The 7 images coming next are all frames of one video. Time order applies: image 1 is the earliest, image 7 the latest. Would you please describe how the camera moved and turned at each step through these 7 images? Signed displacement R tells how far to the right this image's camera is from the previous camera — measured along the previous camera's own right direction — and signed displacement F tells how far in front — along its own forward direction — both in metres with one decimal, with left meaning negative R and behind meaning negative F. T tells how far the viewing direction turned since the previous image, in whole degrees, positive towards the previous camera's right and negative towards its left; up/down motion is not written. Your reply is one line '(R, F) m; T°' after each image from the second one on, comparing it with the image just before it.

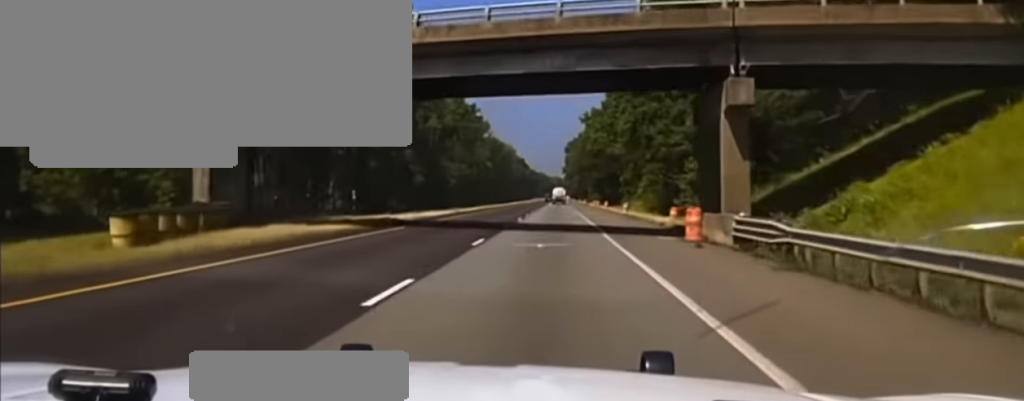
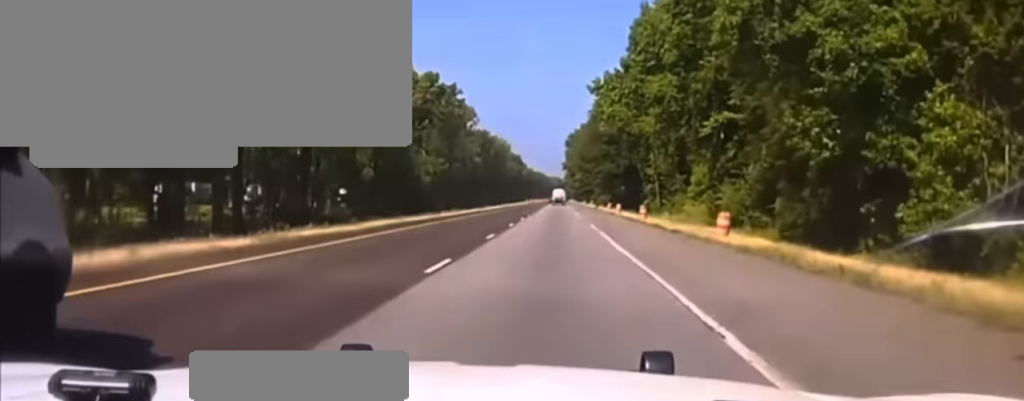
(0.0, +46.1) m; -1°
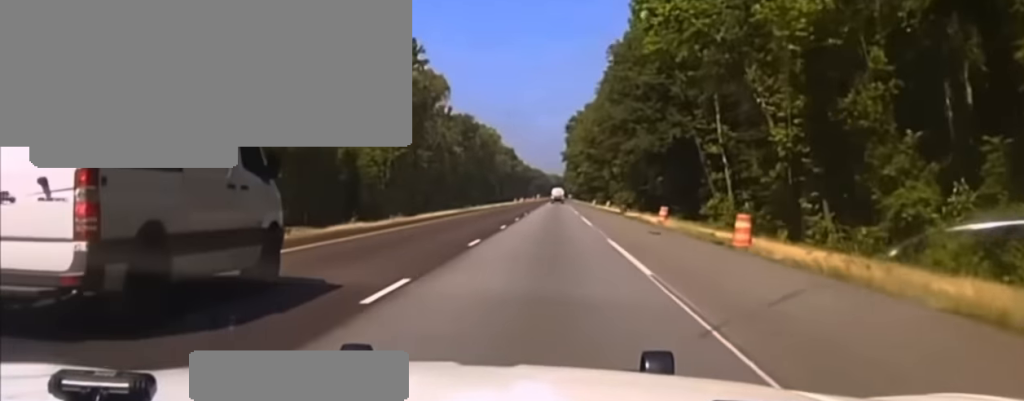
(-0.4, +51.2) m; 0°
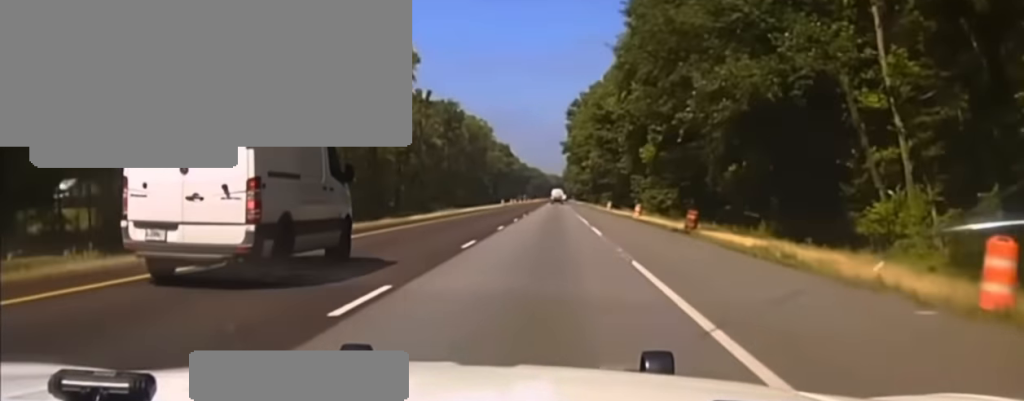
(-0.3, +37.0) m; -2°
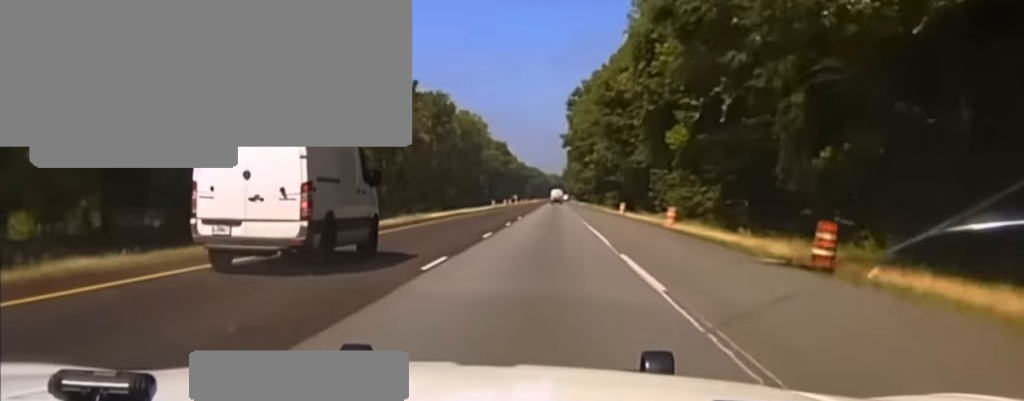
(-0.5, +18.0) m; -1°
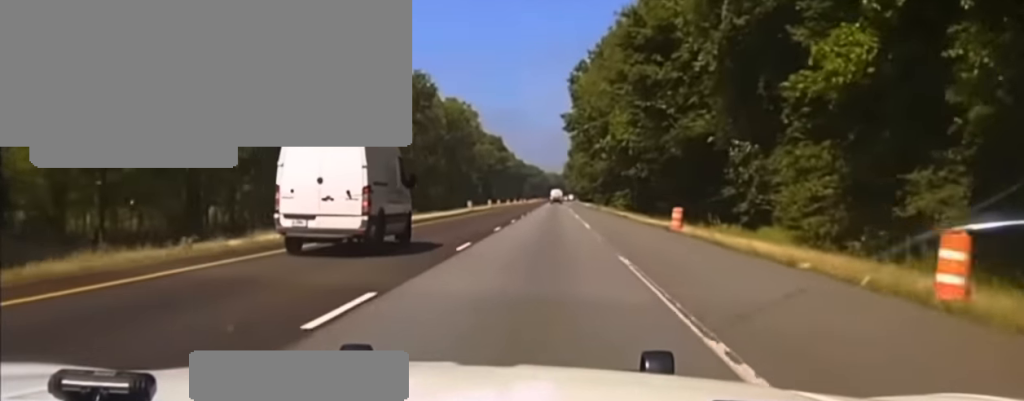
(+0.5, +30.6) m; +1°
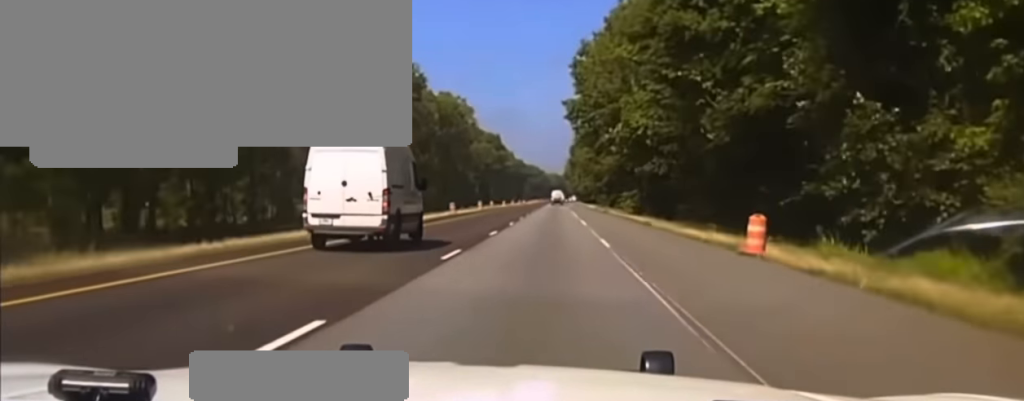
(0.0, +14.4) m; 0°
